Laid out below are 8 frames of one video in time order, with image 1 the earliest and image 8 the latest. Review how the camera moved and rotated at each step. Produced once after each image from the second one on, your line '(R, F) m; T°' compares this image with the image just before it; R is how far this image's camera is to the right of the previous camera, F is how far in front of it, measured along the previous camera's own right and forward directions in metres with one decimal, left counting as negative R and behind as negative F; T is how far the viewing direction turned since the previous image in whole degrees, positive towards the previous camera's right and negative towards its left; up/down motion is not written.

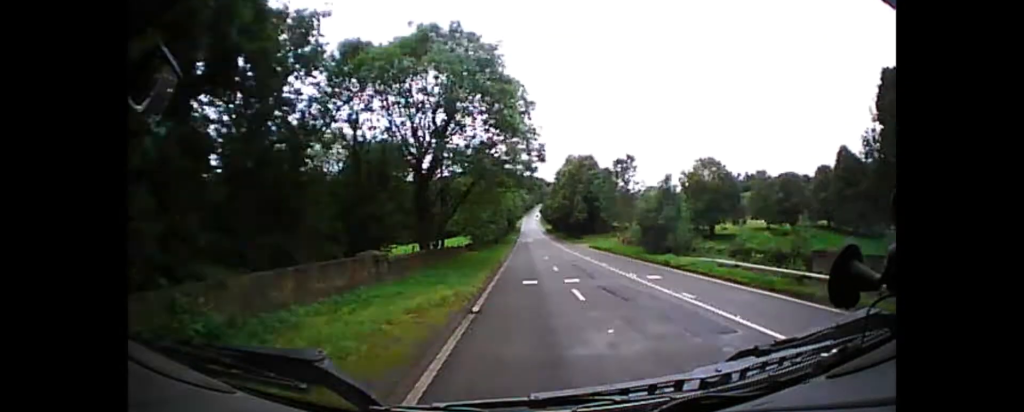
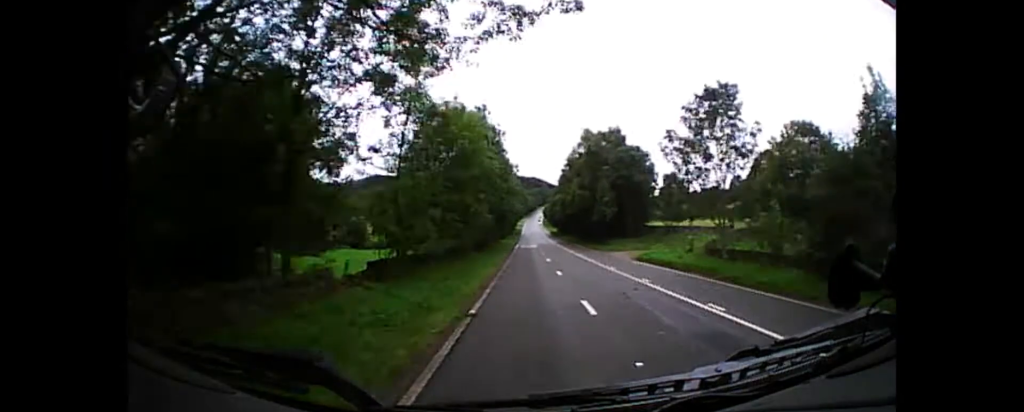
(-0.1, +18.8) m; 0°
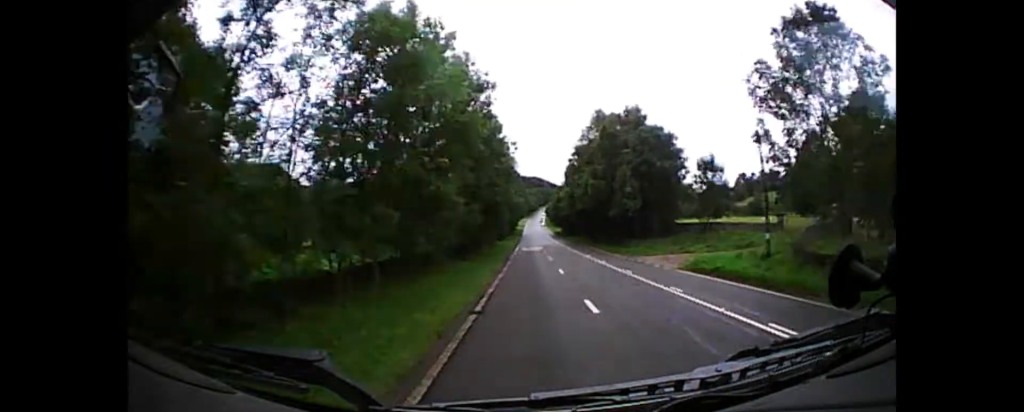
(0.0, +8.7) m; 0°
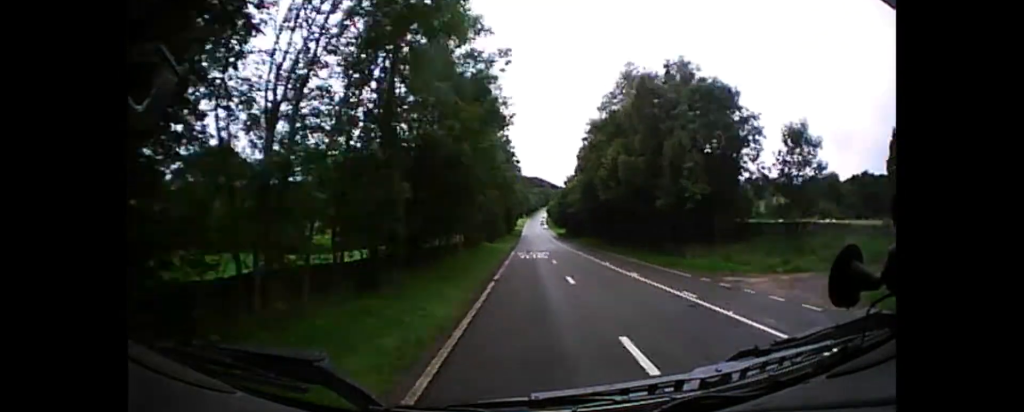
(0.0, +12.2) m; 0°
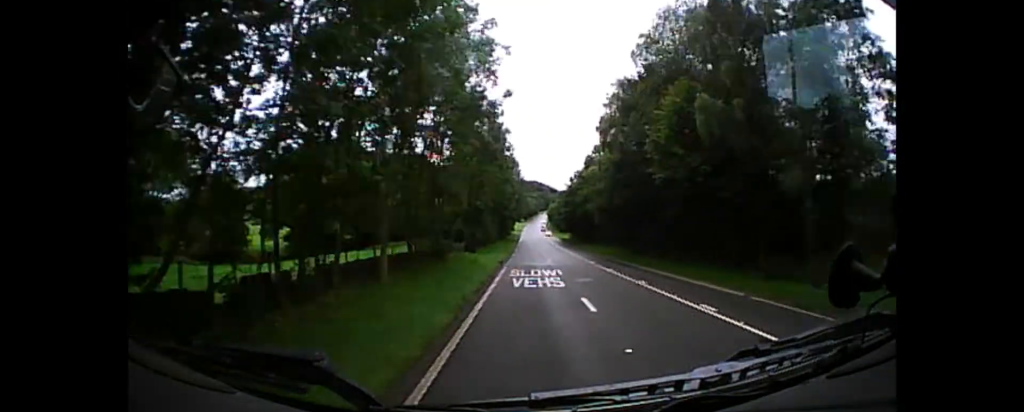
(0.0, +13.6) m; 0°
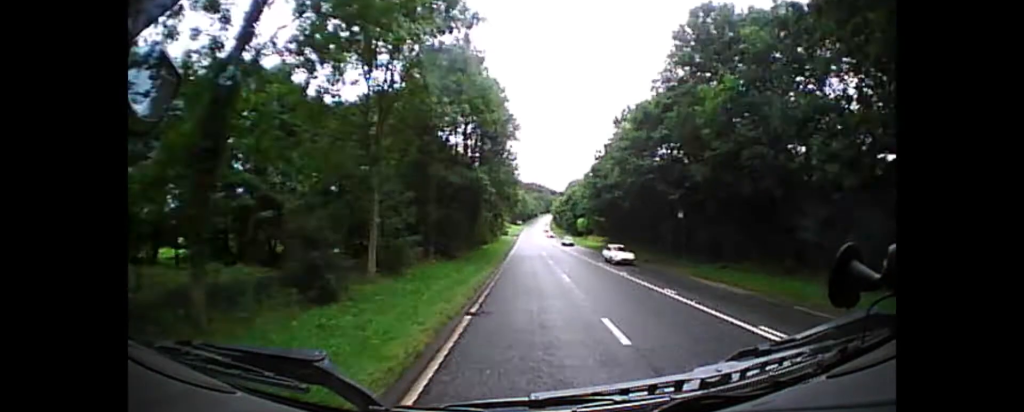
(+0.4, +39.9) m; +1°
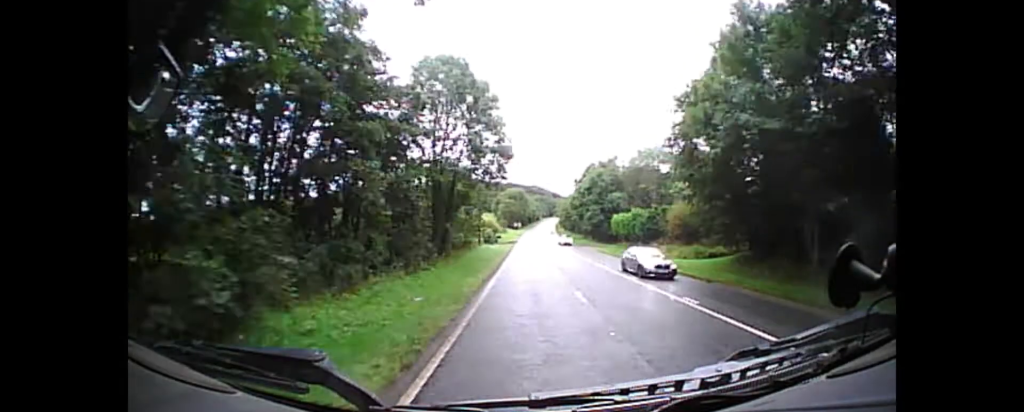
(-0.4, +31.1) m; -1°
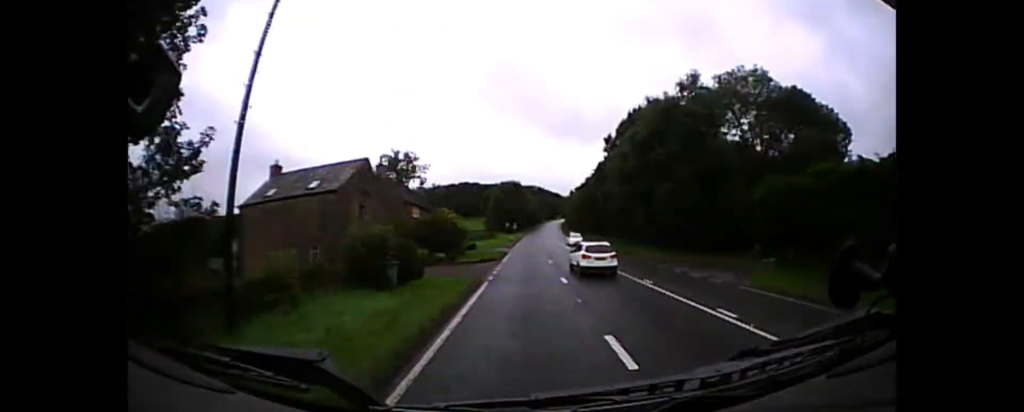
(+0.3, +32.7) m; +2°
